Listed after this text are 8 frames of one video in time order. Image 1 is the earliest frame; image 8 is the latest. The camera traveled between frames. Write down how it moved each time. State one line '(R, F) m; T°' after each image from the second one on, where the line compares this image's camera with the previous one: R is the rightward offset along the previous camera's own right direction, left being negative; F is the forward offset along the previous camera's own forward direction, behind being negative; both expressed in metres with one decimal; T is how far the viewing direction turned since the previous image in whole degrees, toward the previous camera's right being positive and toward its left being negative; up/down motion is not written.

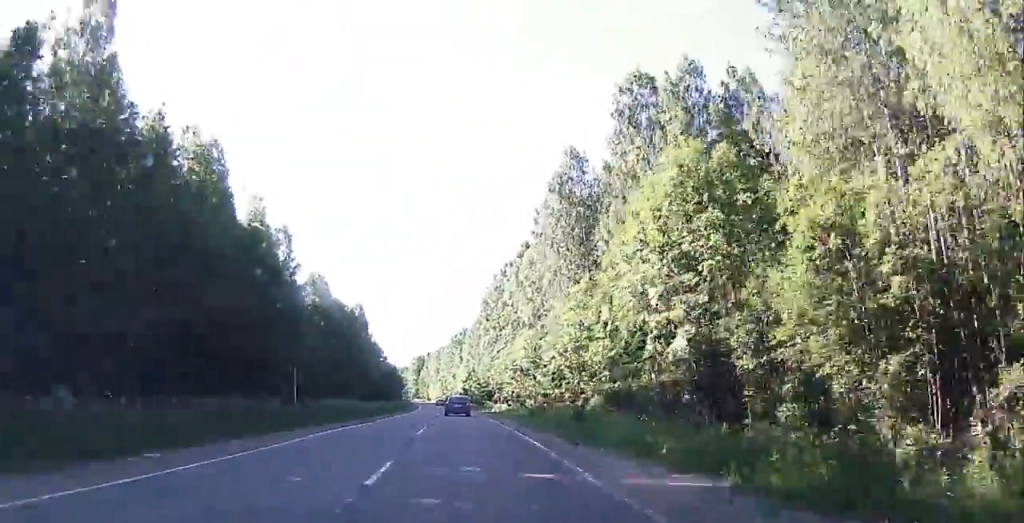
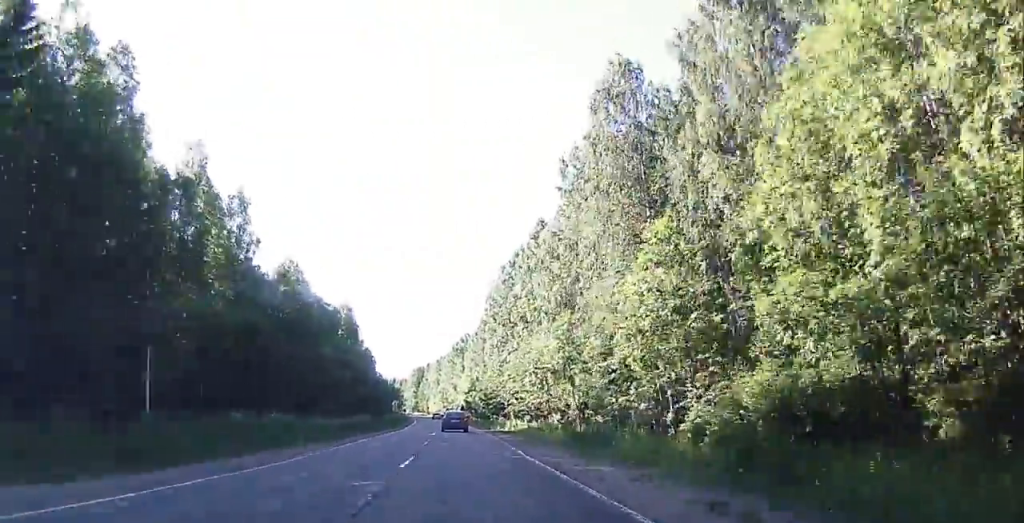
(-0.2, +16.9) m; 0°
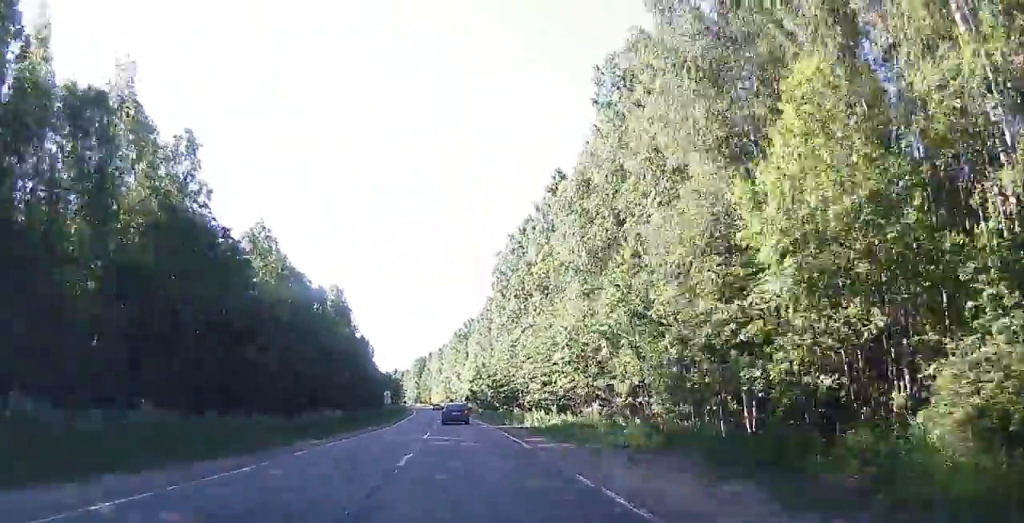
(-0.1, +12.9) m; 0°
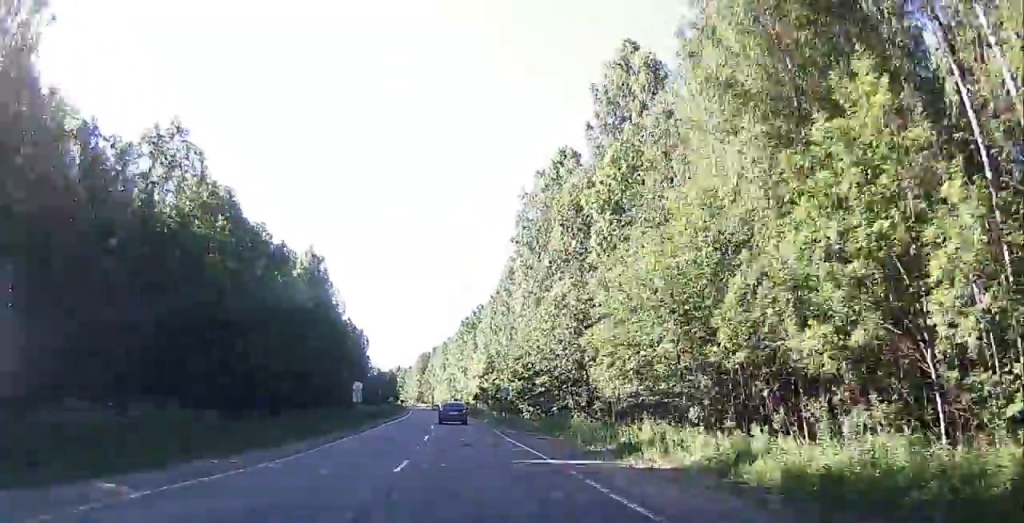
(0.0, +23.3) m; 0°
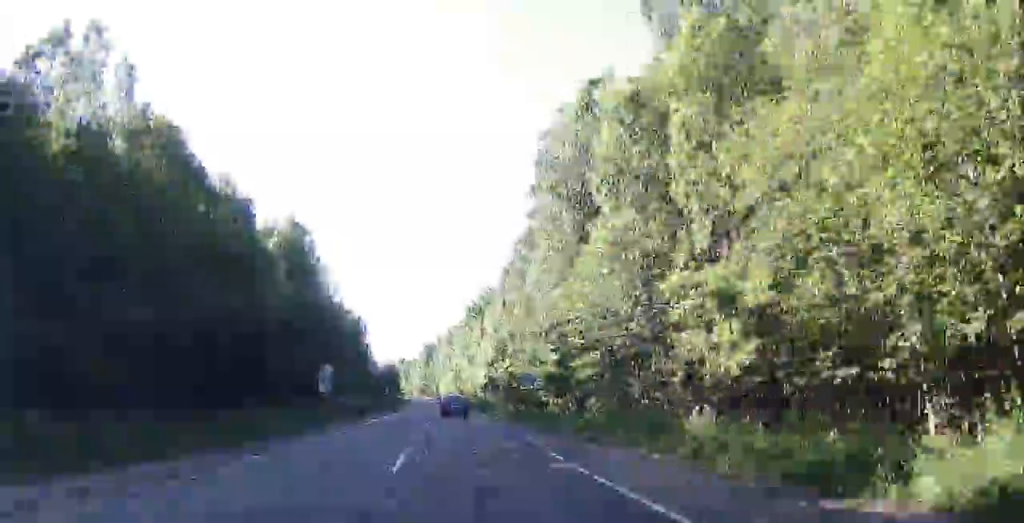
(0.0, +12.8) m; 0°
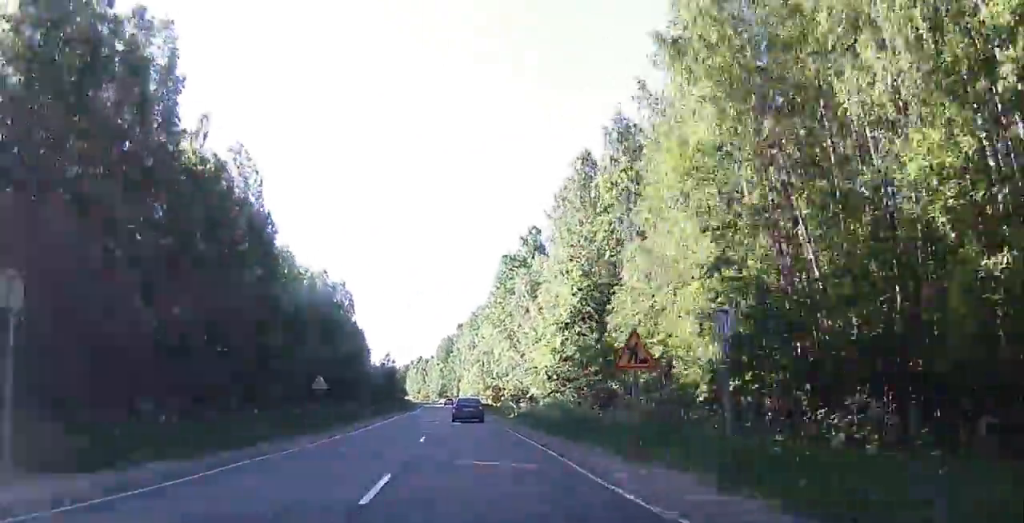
(-0.6, +49.5) m; -2°
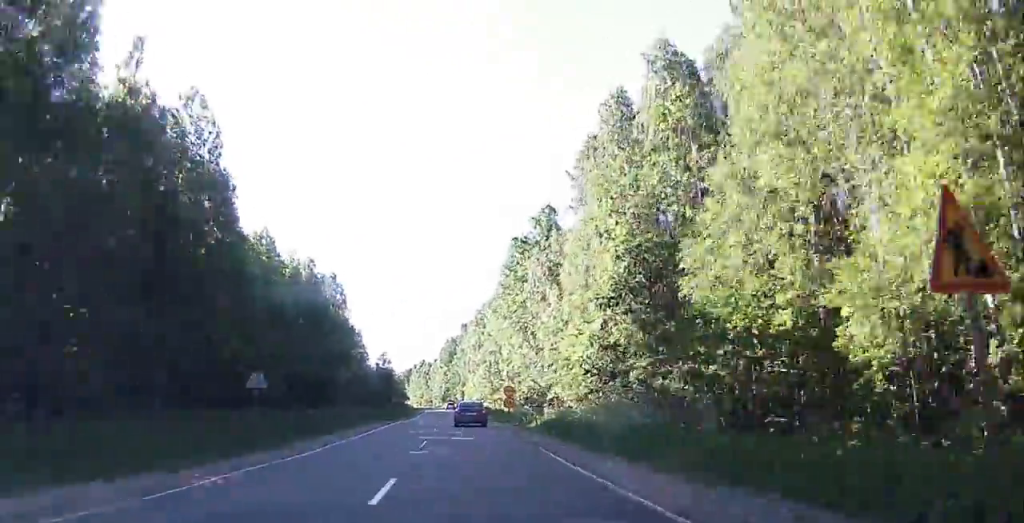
(-0.1, +11.2) m; 0°
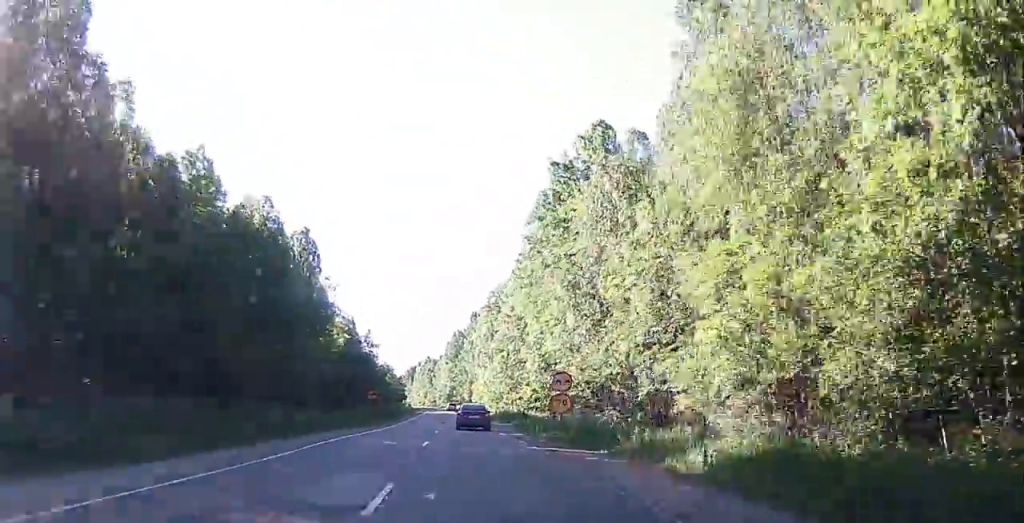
(-0.2, +24.0) m; 0°
